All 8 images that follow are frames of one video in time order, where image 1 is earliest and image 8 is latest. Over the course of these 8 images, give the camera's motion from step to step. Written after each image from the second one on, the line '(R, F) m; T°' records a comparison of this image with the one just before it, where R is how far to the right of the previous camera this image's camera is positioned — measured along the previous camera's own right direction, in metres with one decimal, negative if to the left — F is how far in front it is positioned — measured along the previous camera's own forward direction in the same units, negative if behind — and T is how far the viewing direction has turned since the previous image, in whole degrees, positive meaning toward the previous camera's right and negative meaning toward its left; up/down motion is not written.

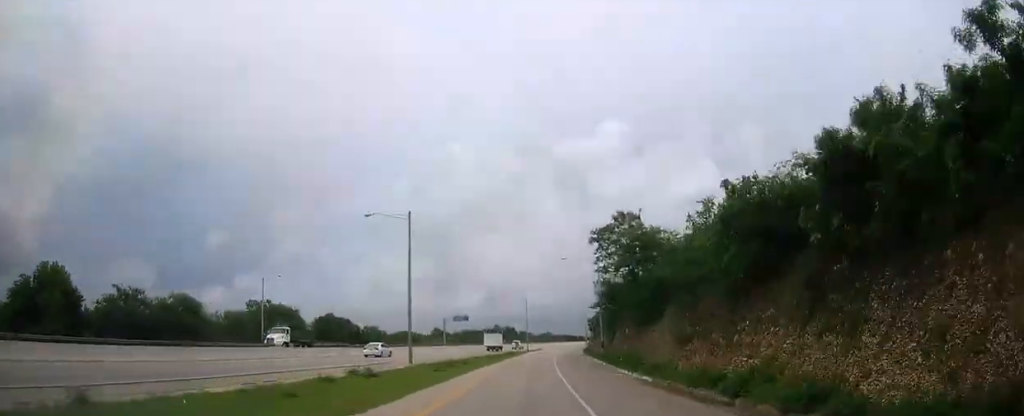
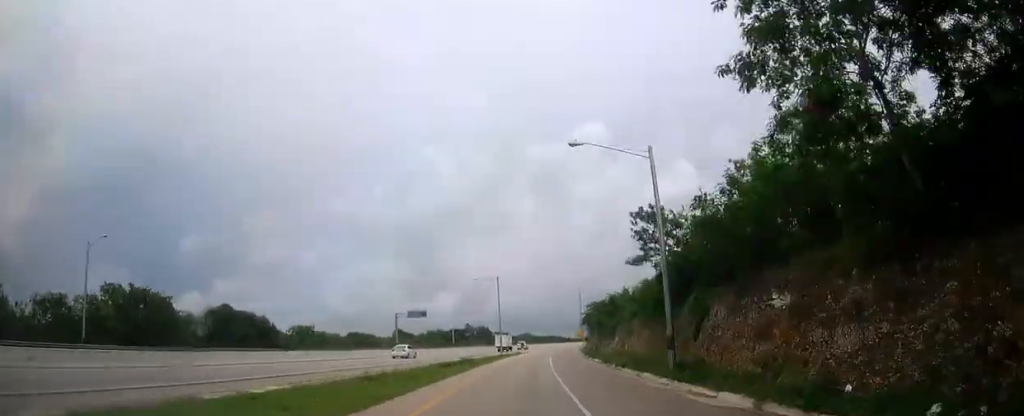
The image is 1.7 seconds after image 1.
(+0.5, +34.2) m; +2°
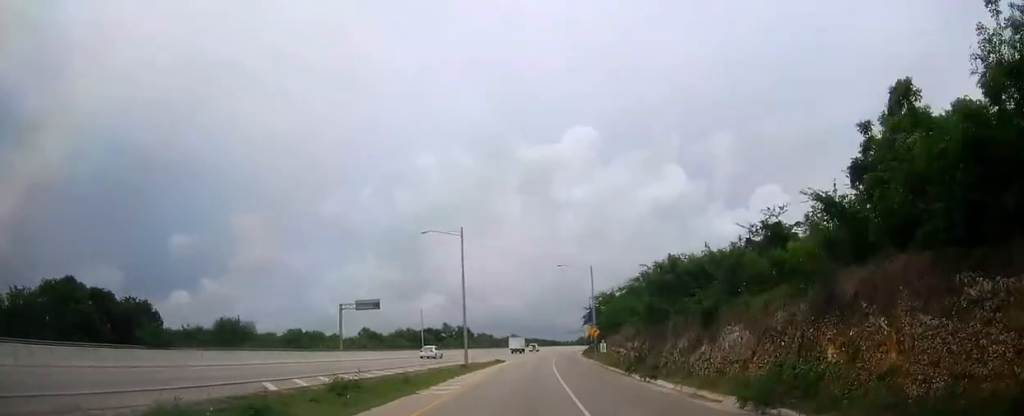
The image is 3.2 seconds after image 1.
(+0.5, +30.6) m; +2°
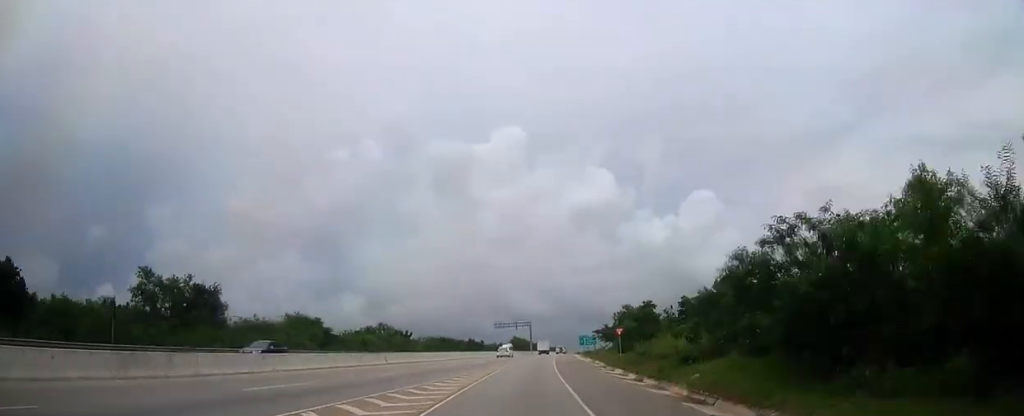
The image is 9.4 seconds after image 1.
(+7.6, +134.0) m; +7°
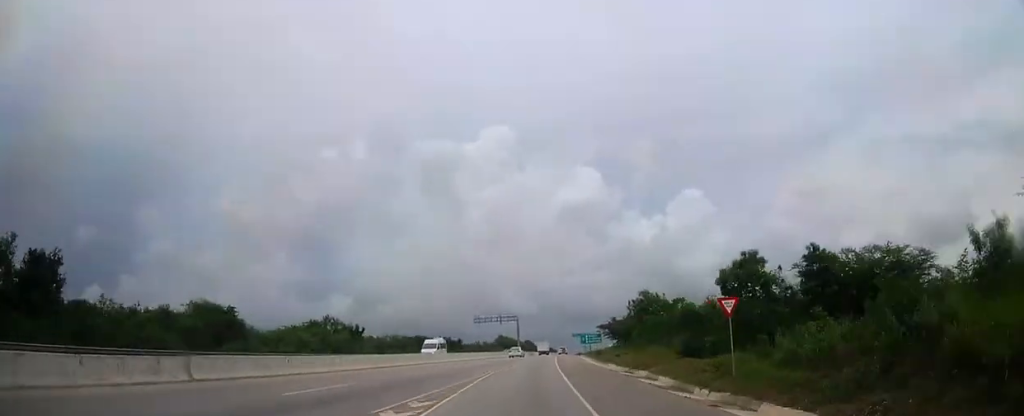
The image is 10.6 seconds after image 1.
(+0.2, +27.1) m; +1°
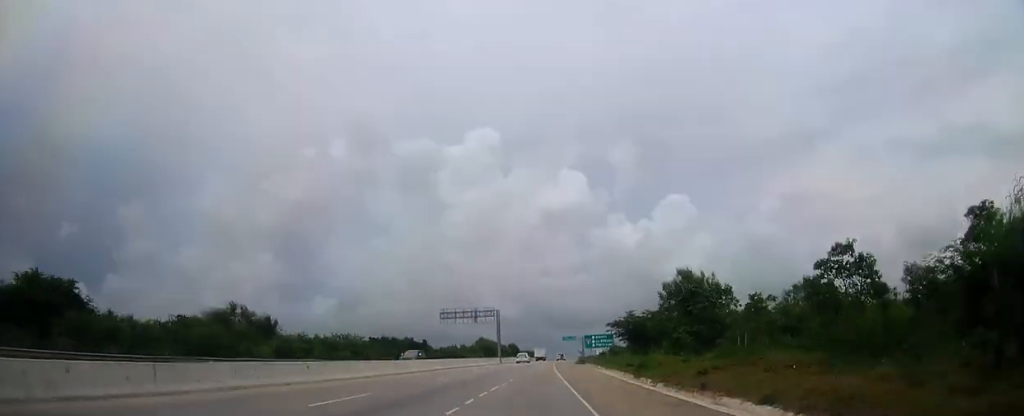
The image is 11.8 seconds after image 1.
(+0.5, +27.3) m; +1°
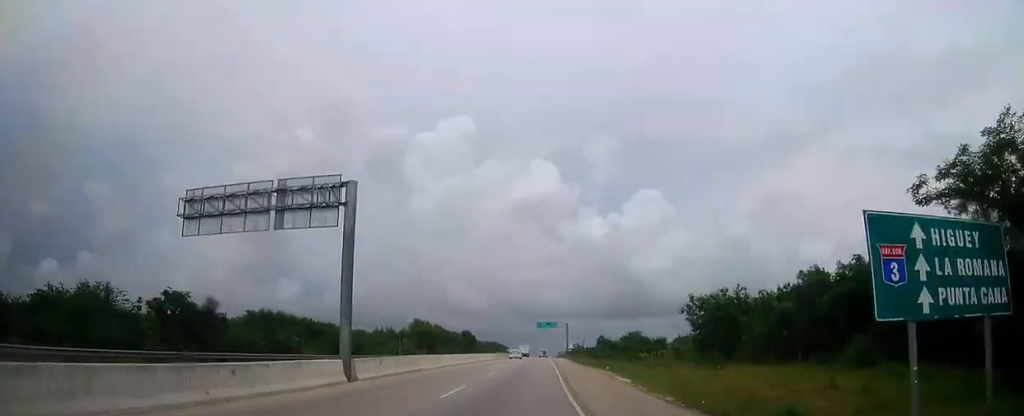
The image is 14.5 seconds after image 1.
(+1.7, +62.1) m; +3°
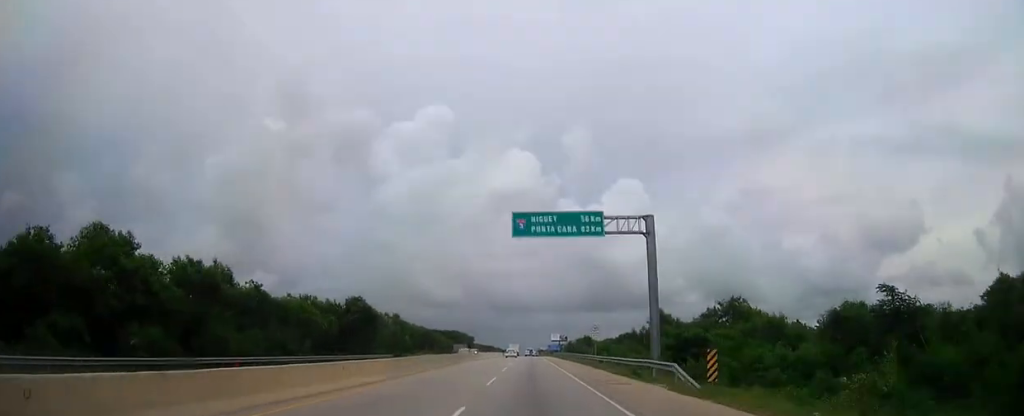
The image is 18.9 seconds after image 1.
(+2.7, +103.4) m; +2°
